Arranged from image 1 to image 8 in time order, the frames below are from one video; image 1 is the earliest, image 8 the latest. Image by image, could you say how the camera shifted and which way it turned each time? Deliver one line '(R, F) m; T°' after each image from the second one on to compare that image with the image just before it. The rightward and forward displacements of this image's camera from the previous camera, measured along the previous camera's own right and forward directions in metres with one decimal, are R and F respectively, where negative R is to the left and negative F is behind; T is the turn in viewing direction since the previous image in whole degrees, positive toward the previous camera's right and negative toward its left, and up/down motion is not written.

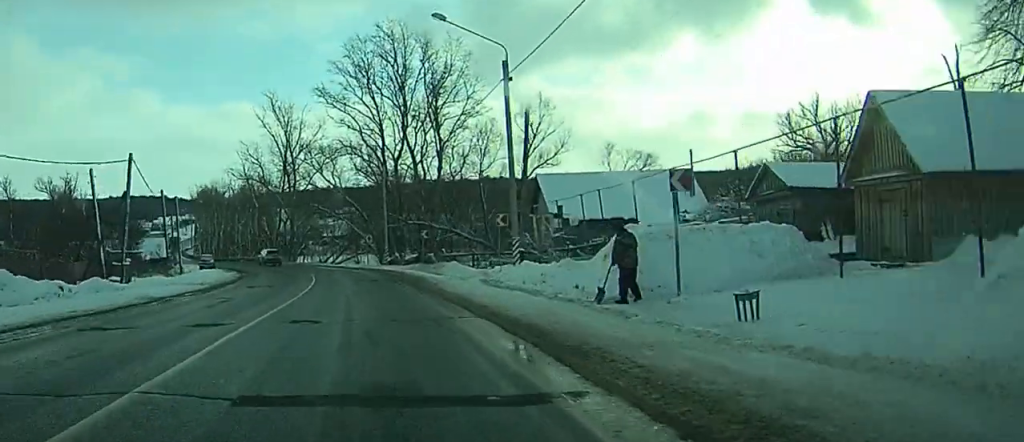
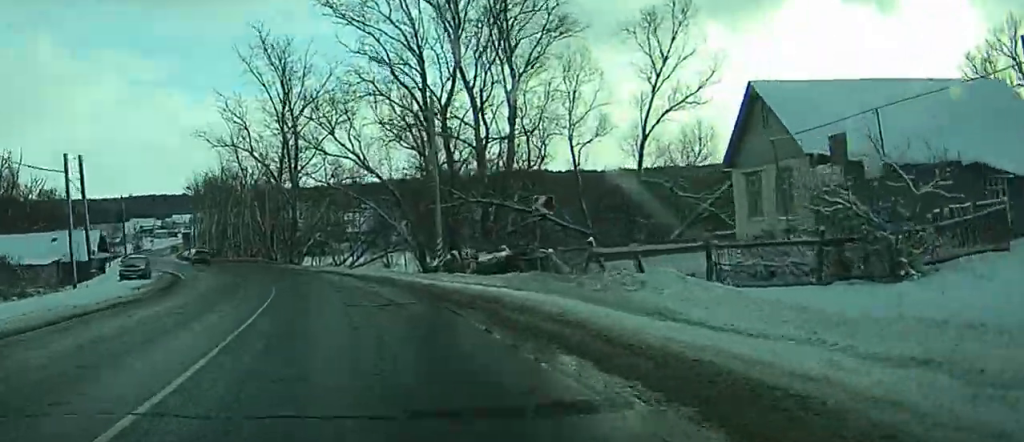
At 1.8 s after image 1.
(-0.1, +32.0) m; 0°
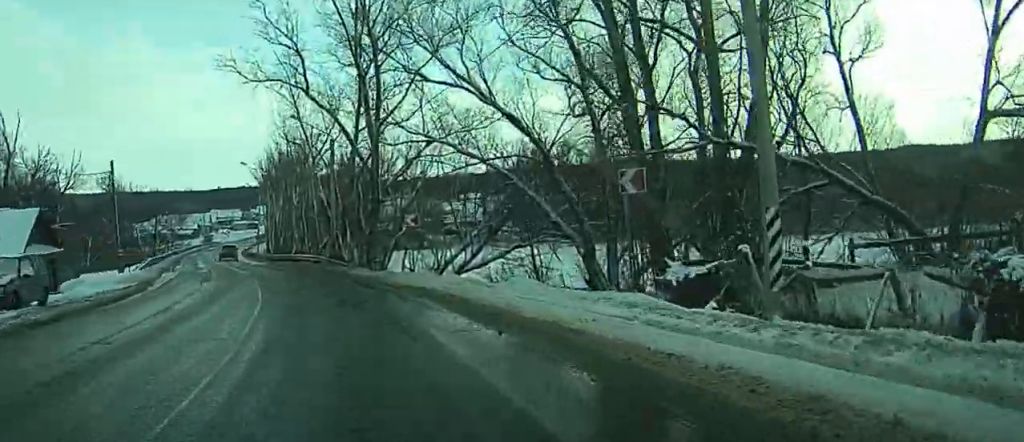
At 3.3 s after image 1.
(0.0, +27.5) m; +2°
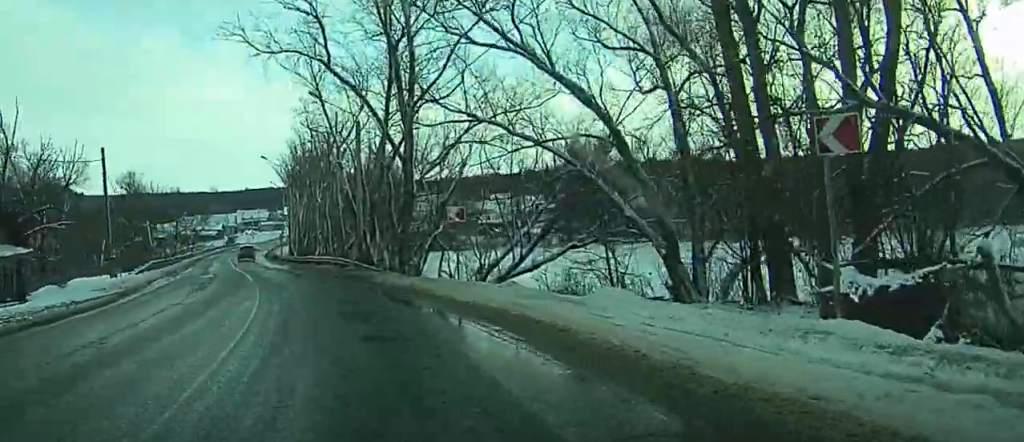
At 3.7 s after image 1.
(-0.3, +7.5) m; +7°
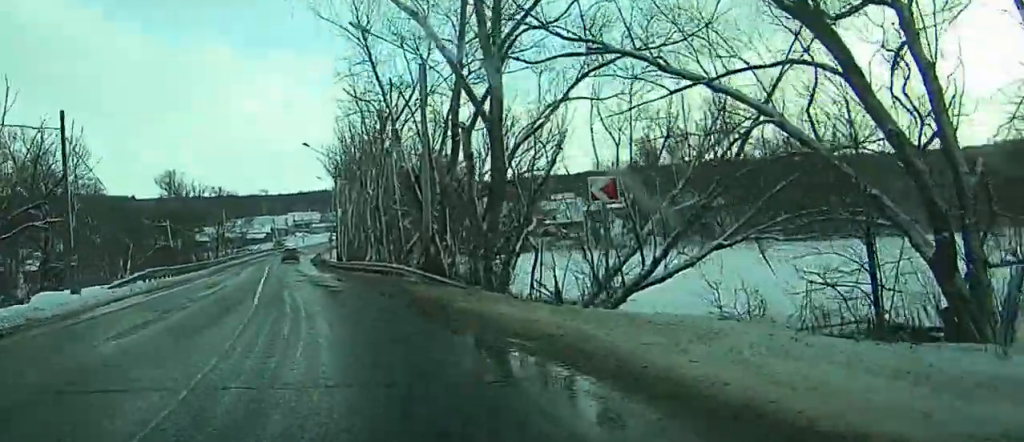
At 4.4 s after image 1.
(+0.7, +12.9) m; +5°
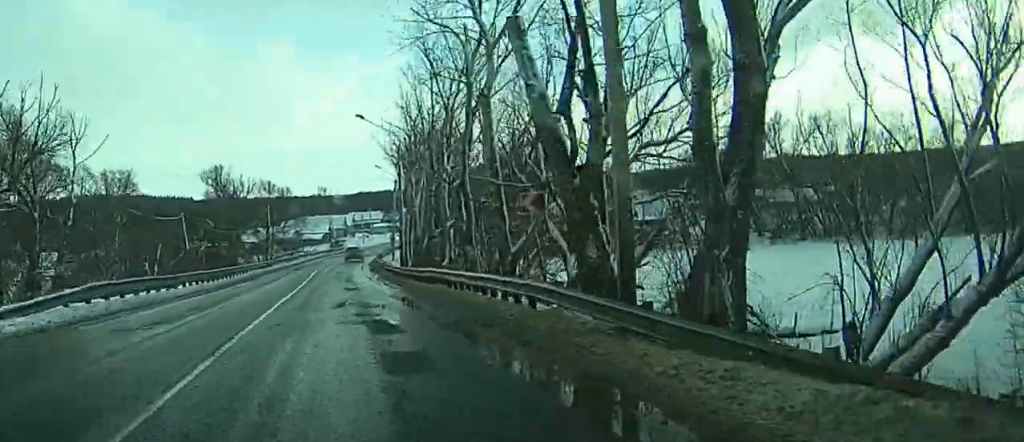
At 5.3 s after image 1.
(+3.6, +14.3) m; -13°
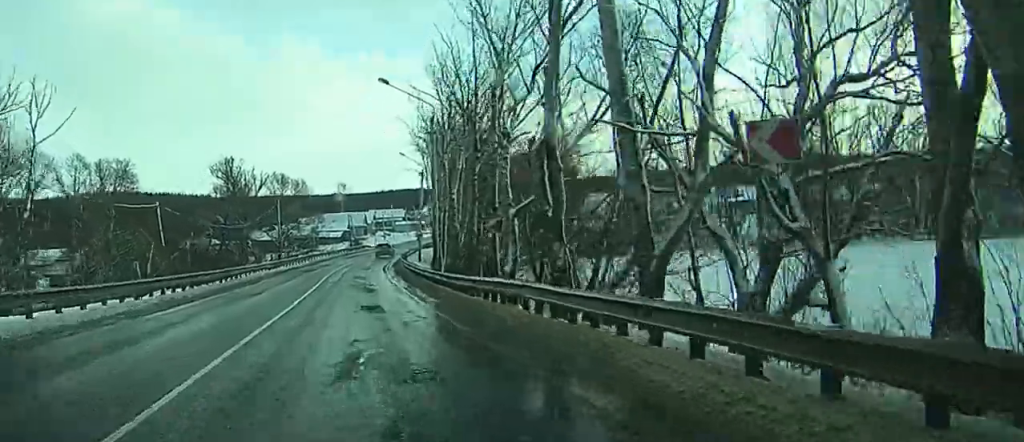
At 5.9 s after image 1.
(-5.3, +11.9) m; -17°
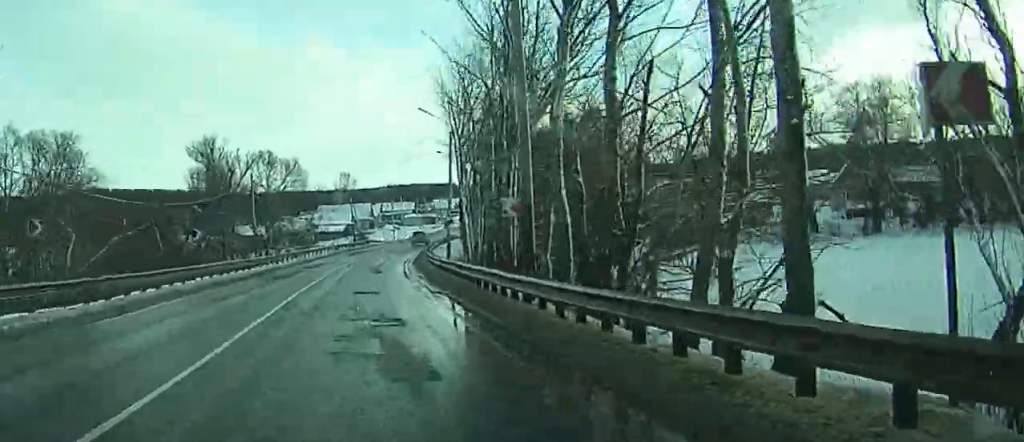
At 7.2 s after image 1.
(-3.1, +26.7) m; -7°
